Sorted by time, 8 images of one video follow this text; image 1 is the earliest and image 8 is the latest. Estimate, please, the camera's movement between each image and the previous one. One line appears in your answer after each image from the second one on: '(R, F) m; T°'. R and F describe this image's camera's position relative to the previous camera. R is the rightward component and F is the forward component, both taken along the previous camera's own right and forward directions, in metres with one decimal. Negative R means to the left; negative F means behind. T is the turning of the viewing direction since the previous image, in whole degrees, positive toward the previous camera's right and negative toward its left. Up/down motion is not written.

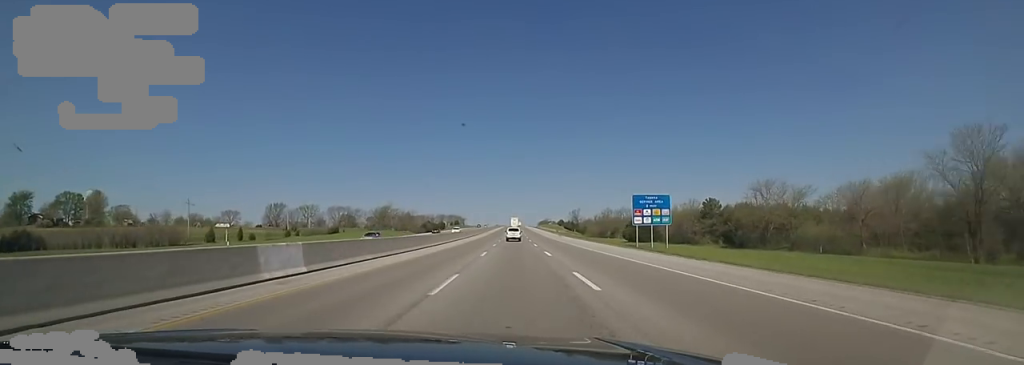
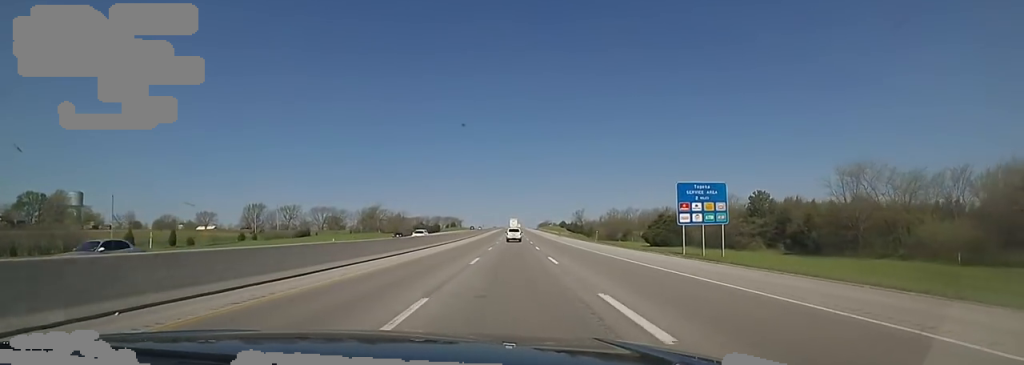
(0.0, +20.6) m; 0°
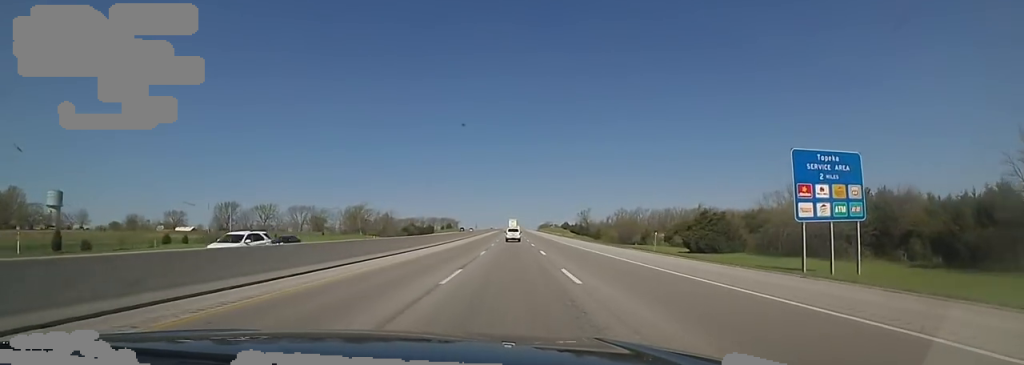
(0.0, +23.1) m; 0°
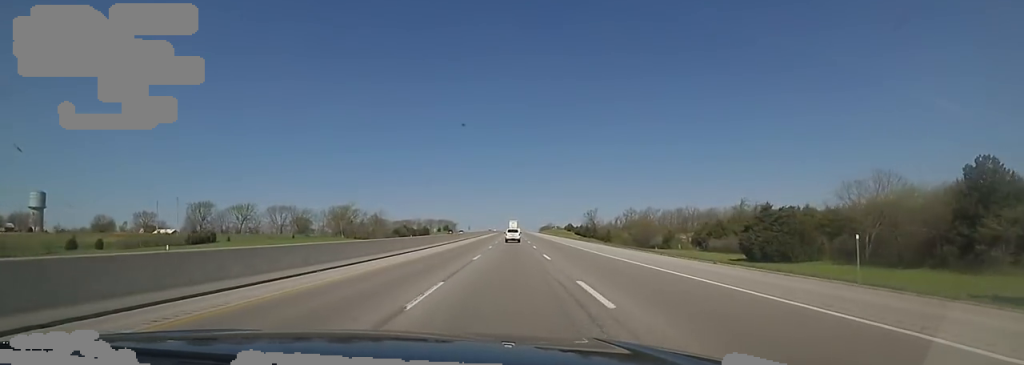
(-0.2, +19.4) m; 0°
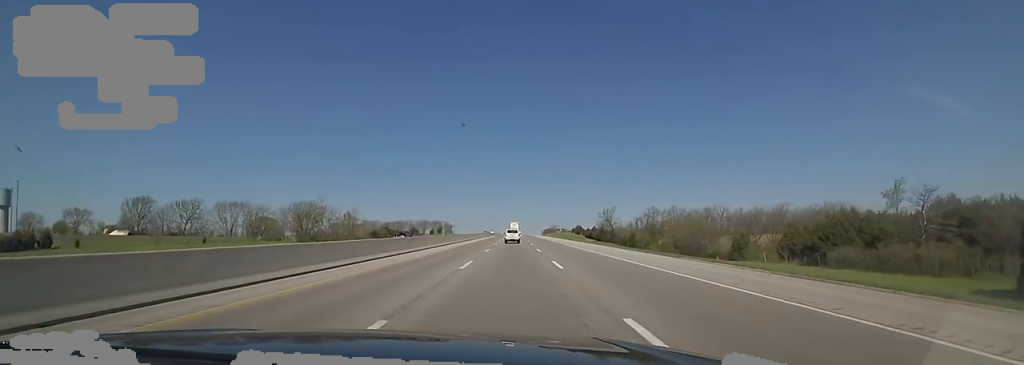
(+0.2, +37.5) m; 0°
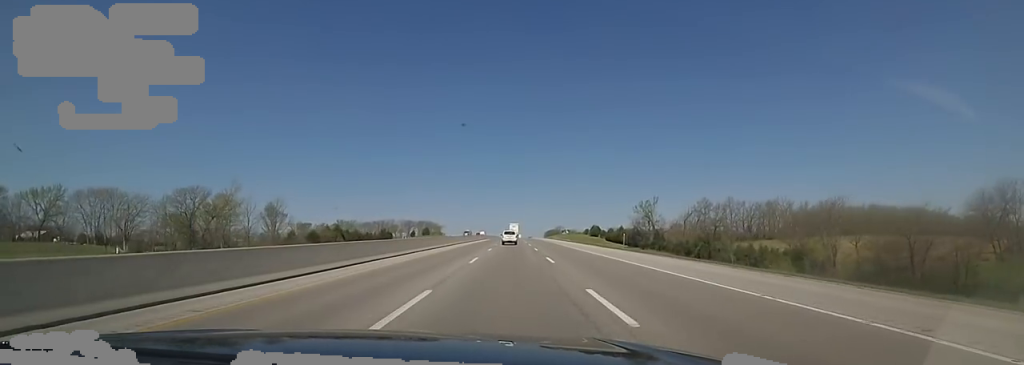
(+0.1, +56.5) m; 0°
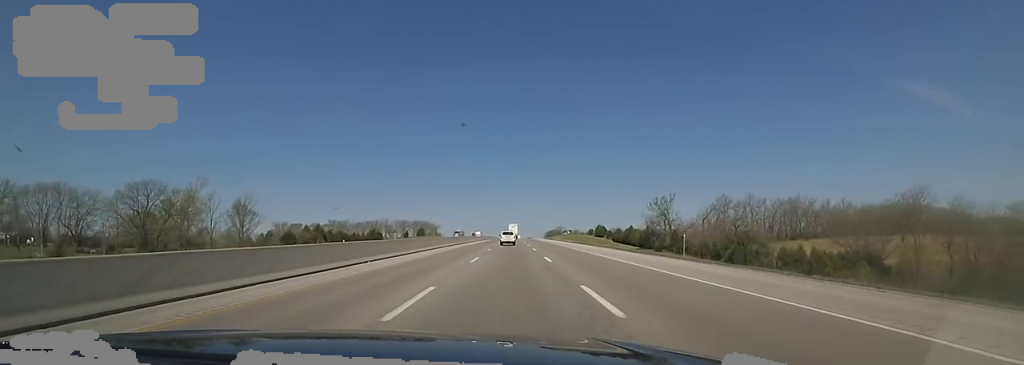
(0.0, +14.4) m; 0°
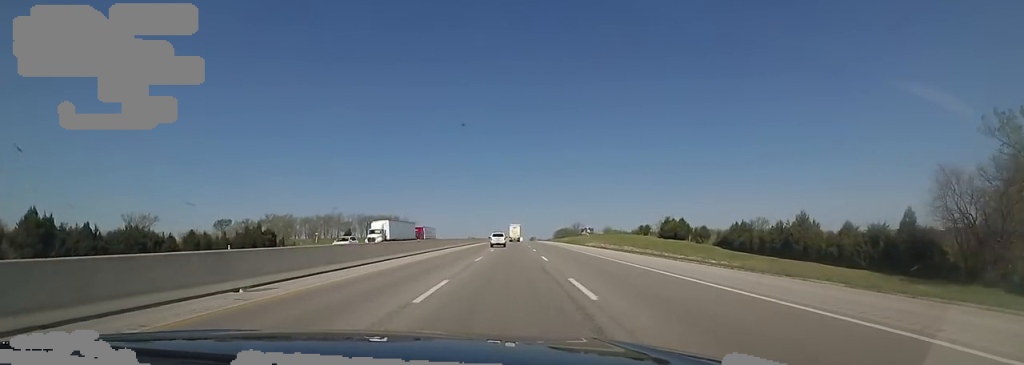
(+2.6, +89.7) m; +1°
